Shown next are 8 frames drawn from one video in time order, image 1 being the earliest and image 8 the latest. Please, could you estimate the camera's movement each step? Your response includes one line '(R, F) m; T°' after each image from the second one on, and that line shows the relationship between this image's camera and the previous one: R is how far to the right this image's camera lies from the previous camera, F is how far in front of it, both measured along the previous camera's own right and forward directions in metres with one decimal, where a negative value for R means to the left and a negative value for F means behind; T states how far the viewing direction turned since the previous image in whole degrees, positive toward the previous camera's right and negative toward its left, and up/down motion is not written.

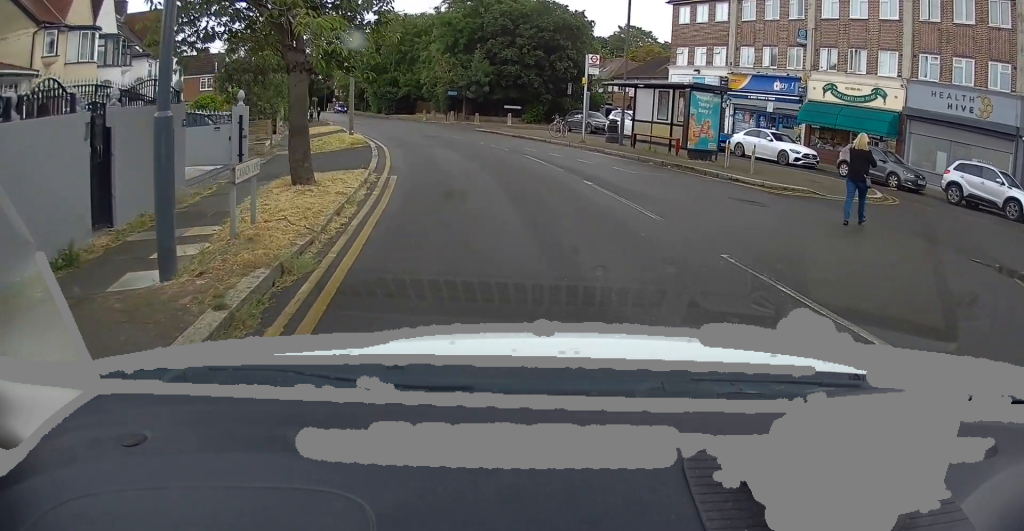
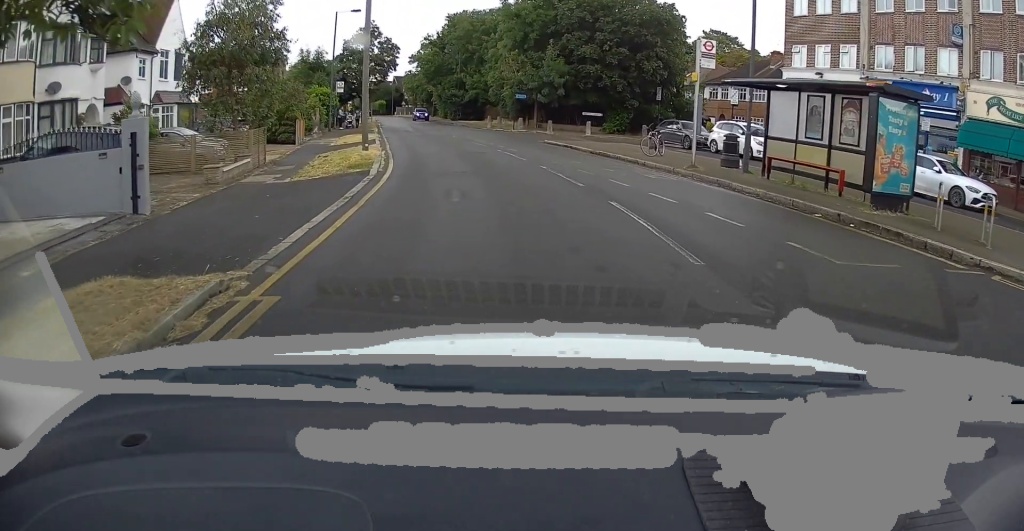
(-0.3, +8.2) m; -7°
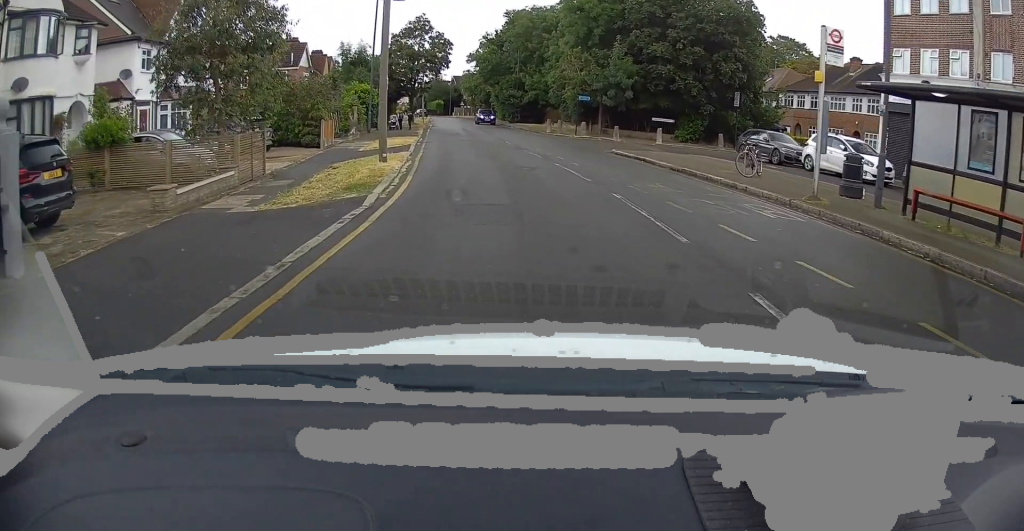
(-0.3, +4.7) m; -5°
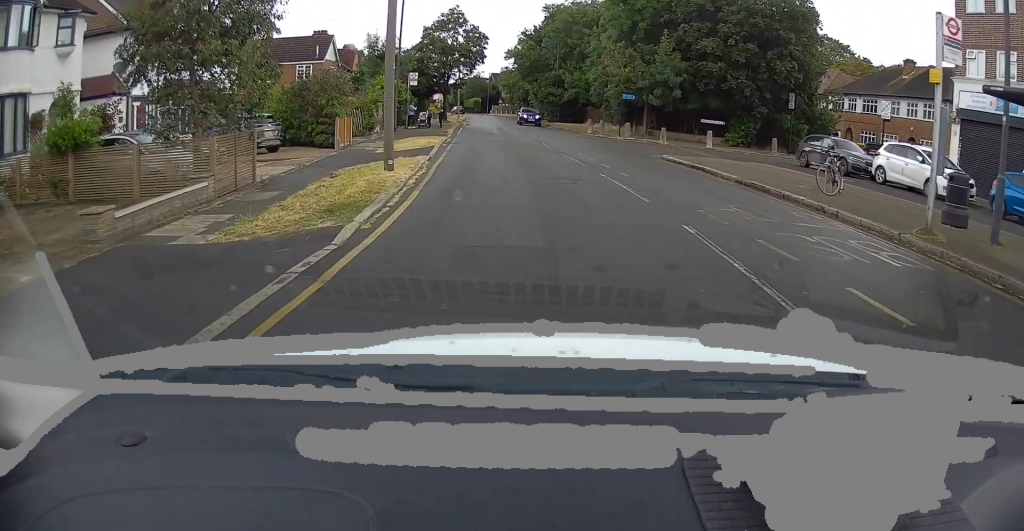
(-0.1, +3.1) m; -3°
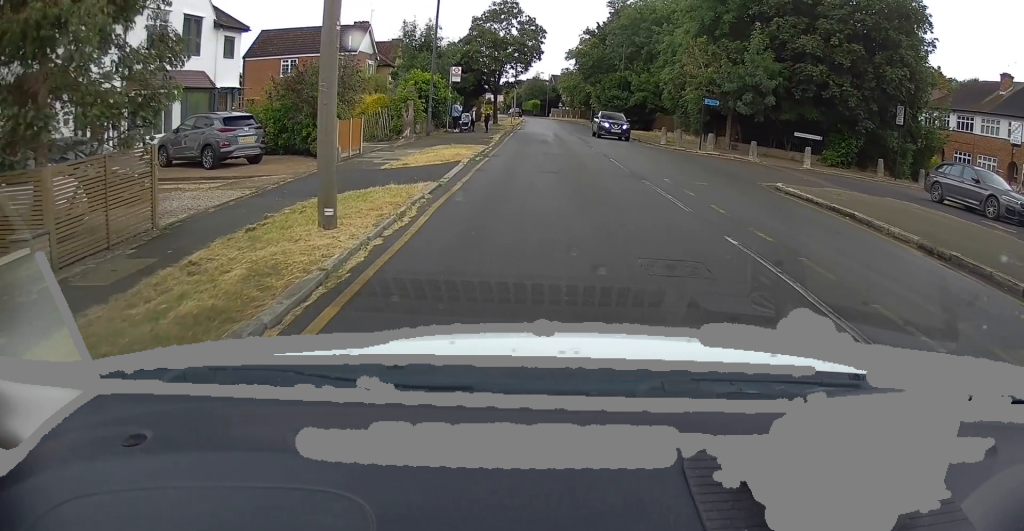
(-0.2, +6.5) m; -3°
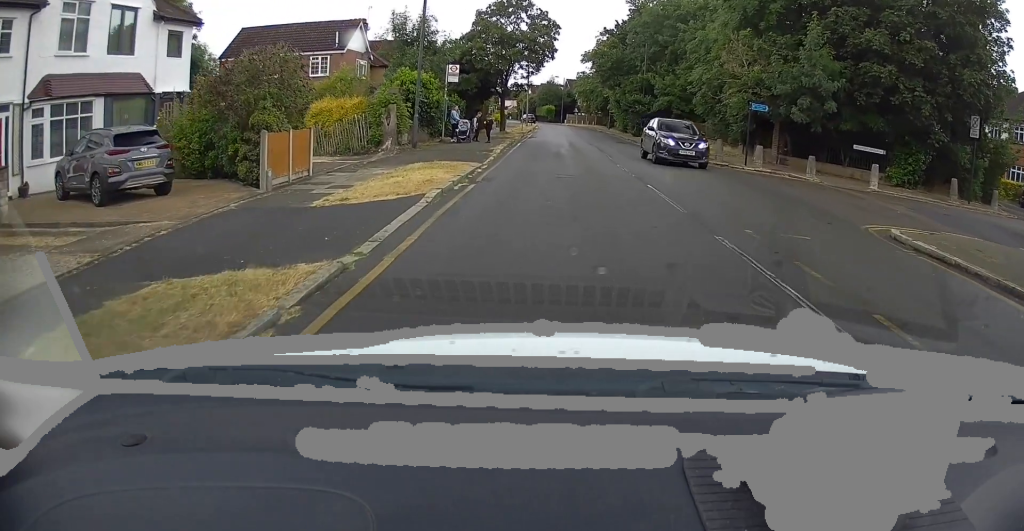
(-0.1, +5.7) m; -2°
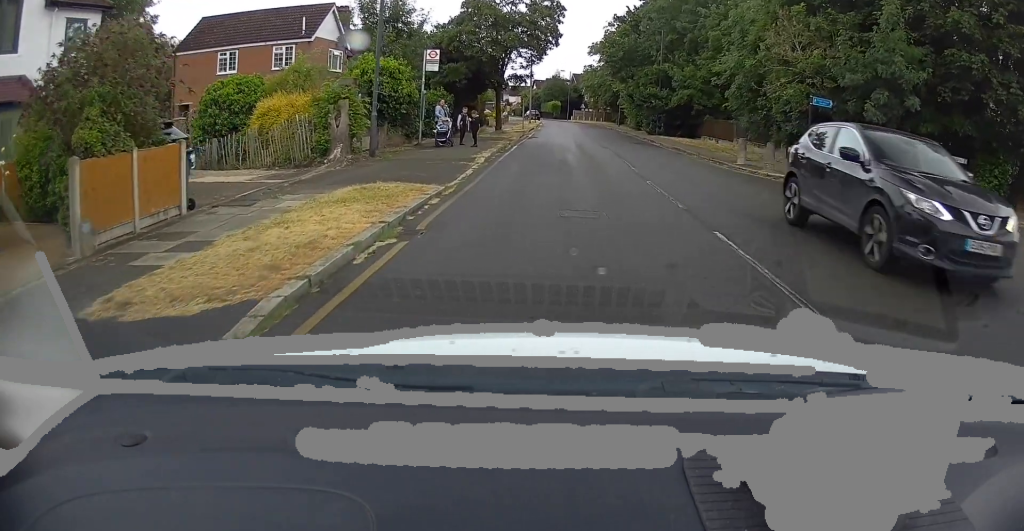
(-0.1, +5.9) m; -1°
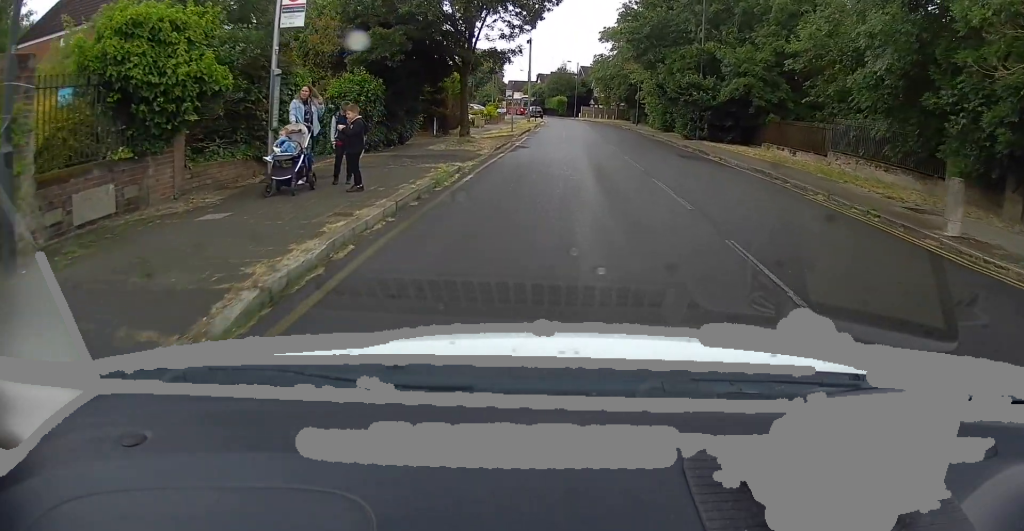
(0.0, +13.0) m; 0°
